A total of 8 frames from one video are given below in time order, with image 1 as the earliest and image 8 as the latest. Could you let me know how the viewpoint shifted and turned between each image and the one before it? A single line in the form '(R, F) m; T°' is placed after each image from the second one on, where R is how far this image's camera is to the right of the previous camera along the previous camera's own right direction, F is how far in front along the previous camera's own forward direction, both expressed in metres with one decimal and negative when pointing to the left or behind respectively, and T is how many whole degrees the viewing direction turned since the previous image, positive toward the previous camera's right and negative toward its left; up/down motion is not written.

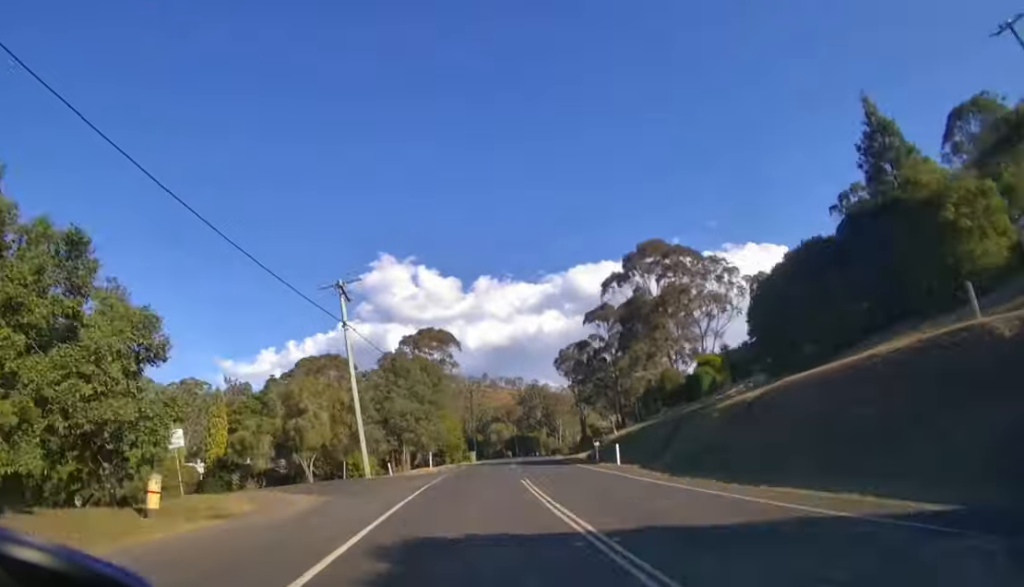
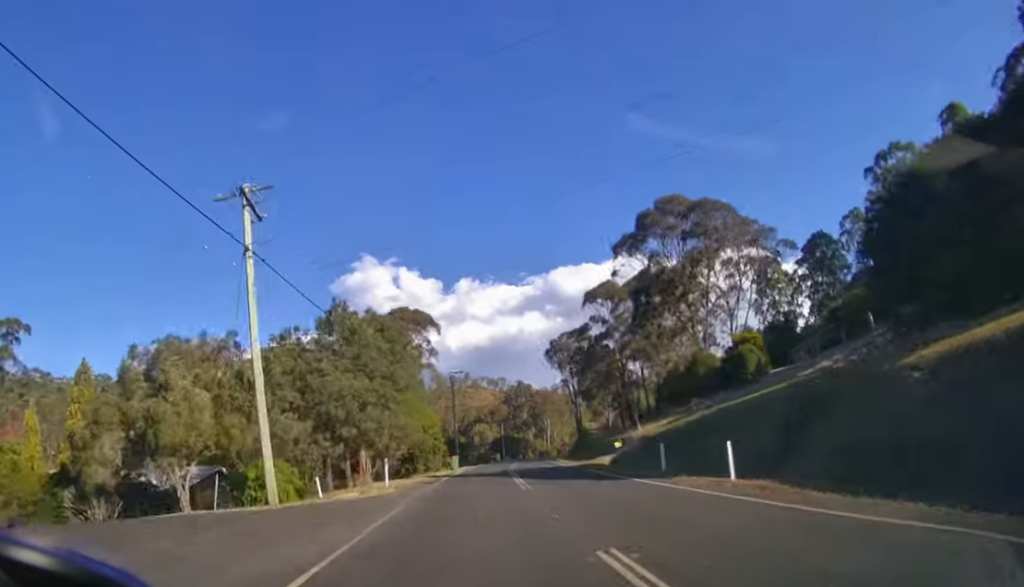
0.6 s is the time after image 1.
(+0.1, +13.6) m; +2°
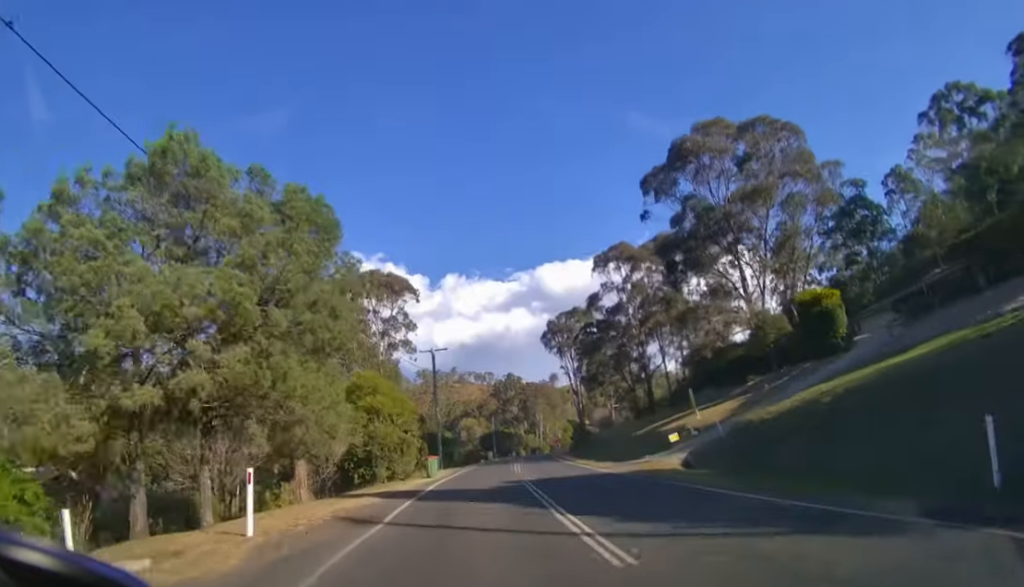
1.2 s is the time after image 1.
(+0.4, +12.7) m; +2°
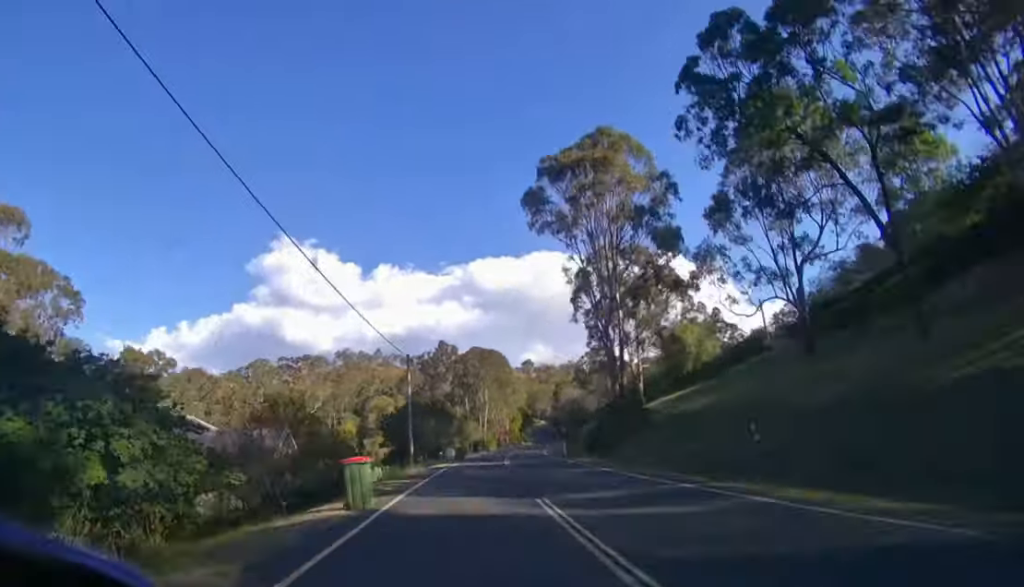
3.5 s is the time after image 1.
(+3.6, +54.5) m; +8°
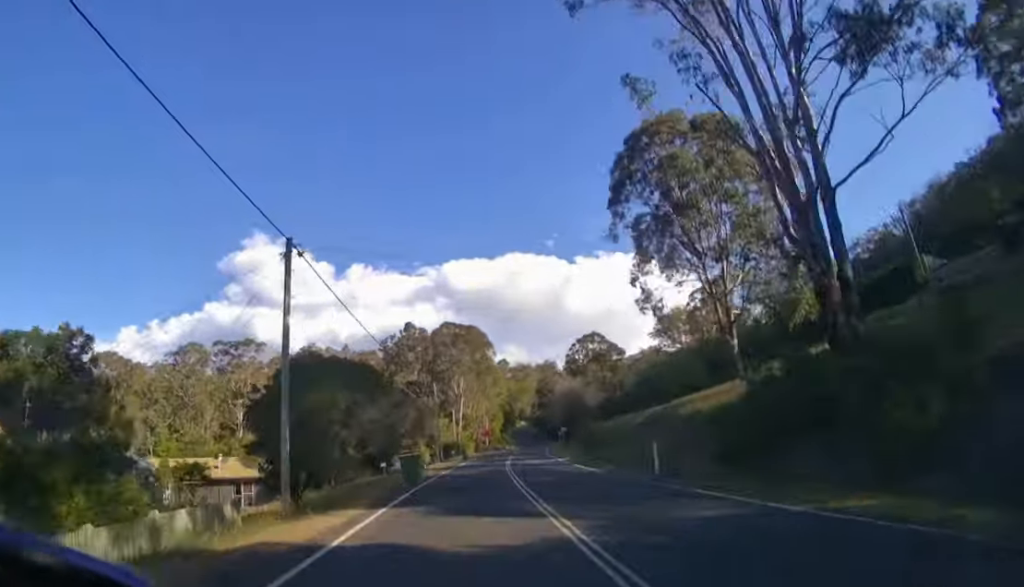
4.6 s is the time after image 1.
(+0.9, +23.0) m; +4°
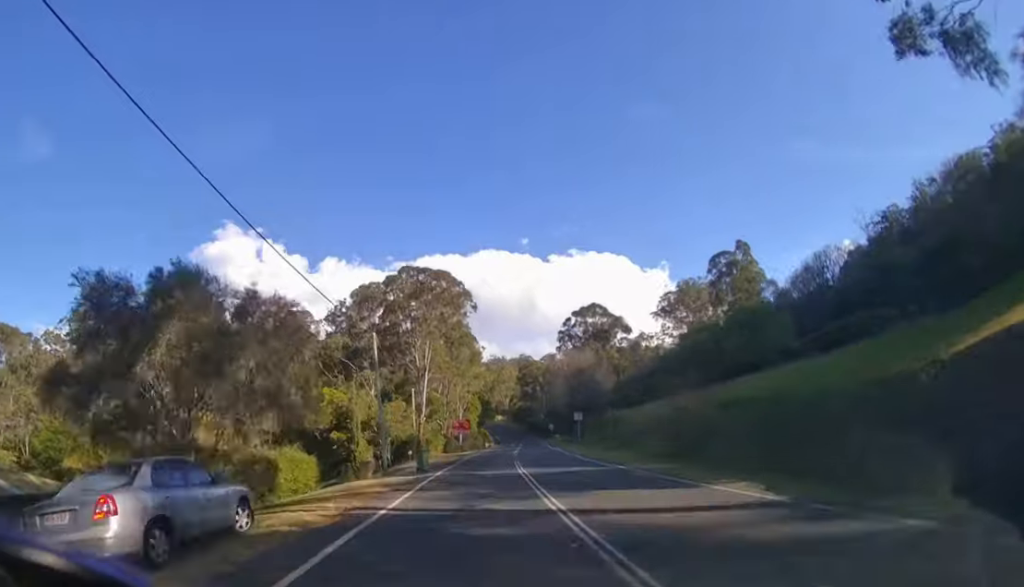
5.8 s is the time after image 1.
(+0.5, +21.0) m; +3°
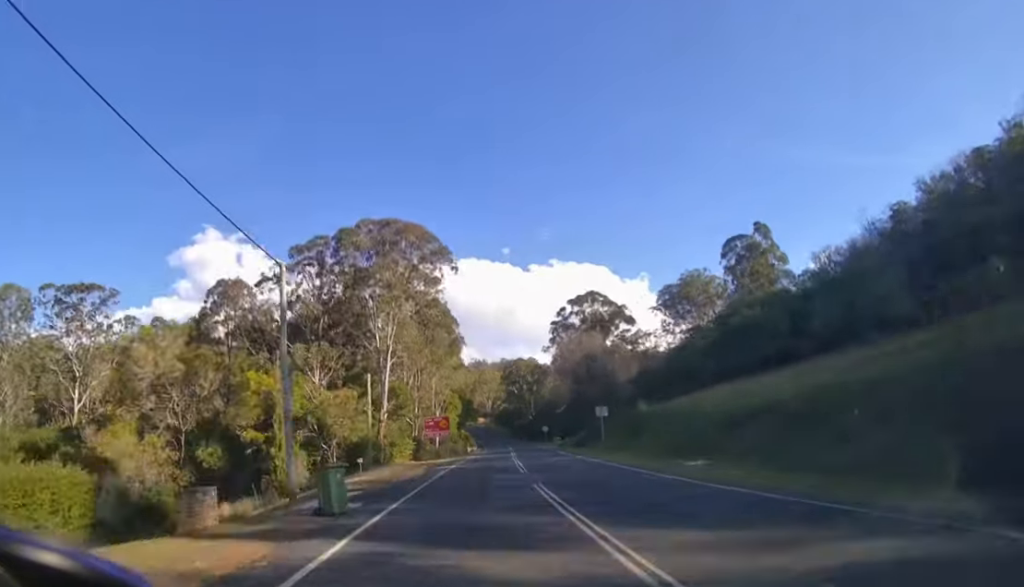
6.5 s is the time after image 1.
(+0.2, +12.6) m; +2°
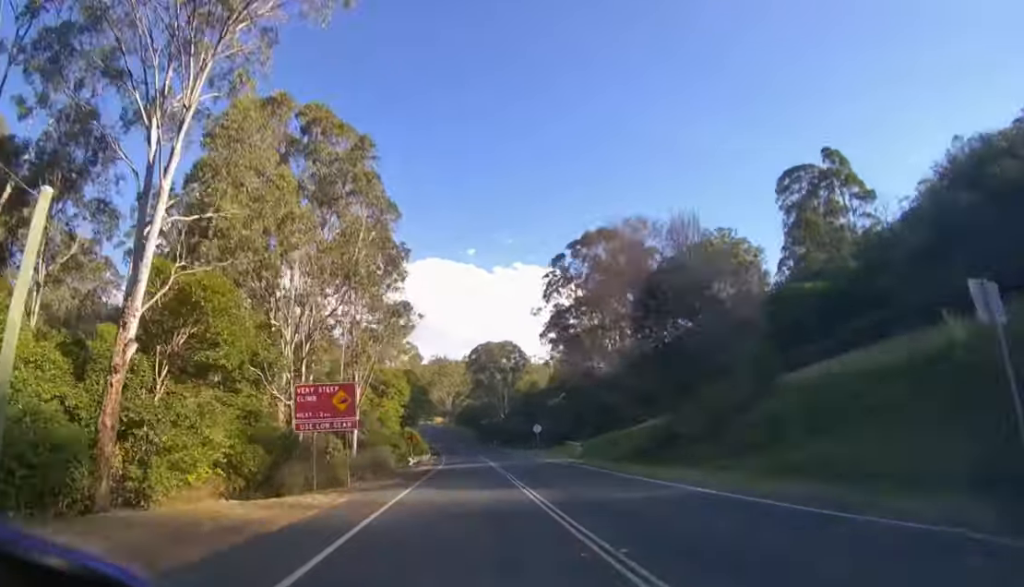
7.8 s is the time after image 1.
(+0.7, +25.2) m; +3°
